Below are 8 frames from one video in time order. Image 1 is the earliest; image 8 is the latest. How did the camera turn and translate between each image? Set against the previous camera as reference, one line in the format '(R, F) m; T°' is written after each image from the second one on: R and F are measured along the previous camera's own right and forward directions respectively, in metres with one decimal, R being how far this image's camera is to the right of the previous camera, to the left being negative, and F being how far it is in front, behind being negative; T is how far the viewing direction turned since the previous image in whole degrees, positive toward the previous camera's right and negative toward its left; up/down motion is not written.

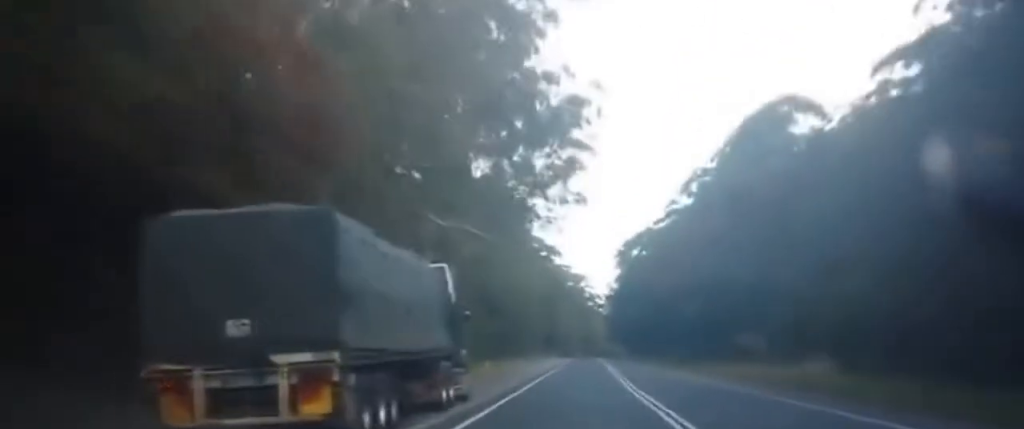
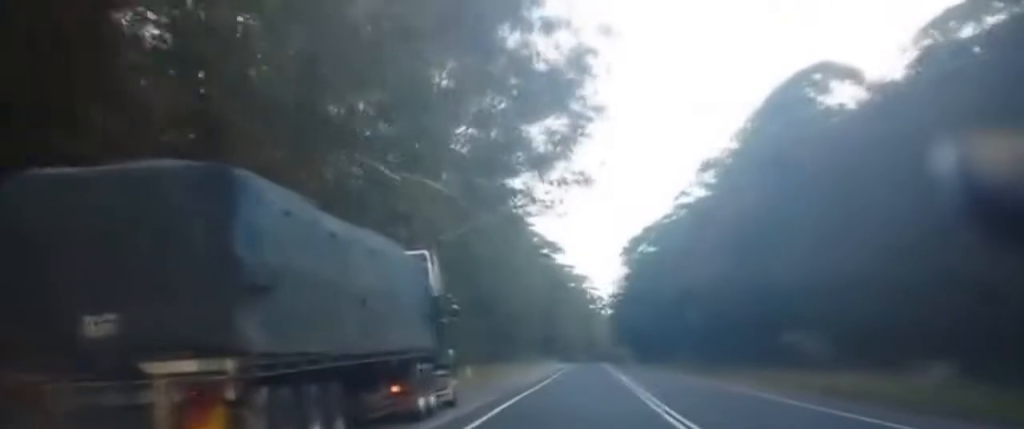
(+0.3, +12.1) m; +3°
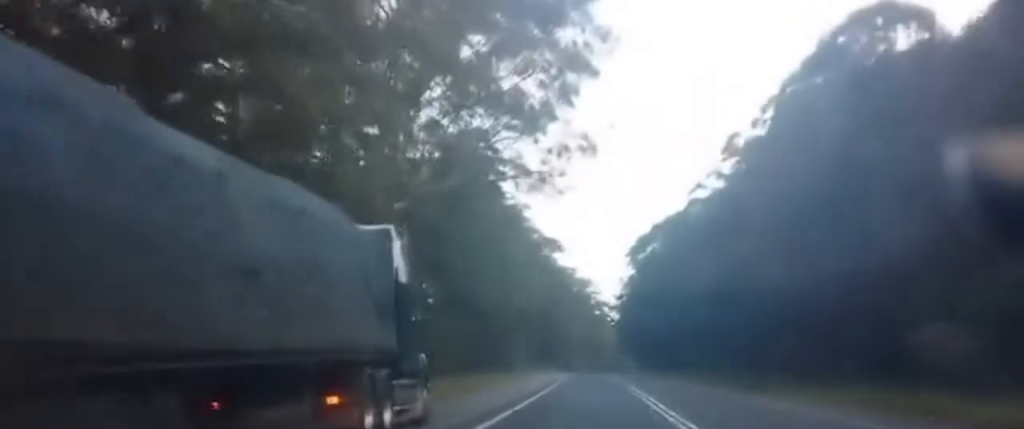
(+0.7, +16.2) m; +1°
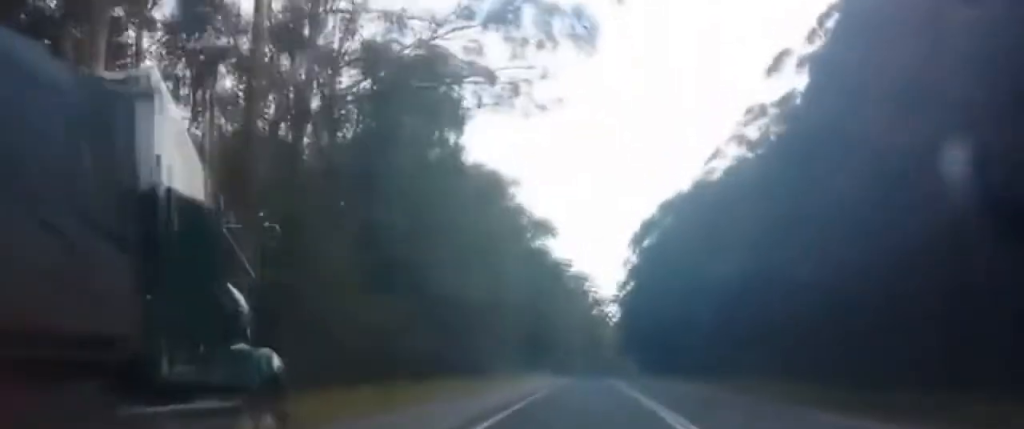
(-0.5, +22.6) m; -2°
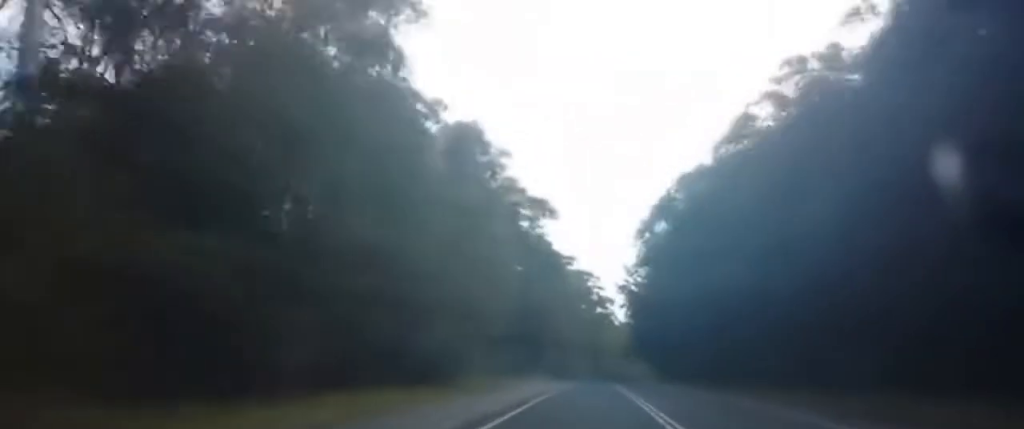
(+0.2, +22.8) m; +1°
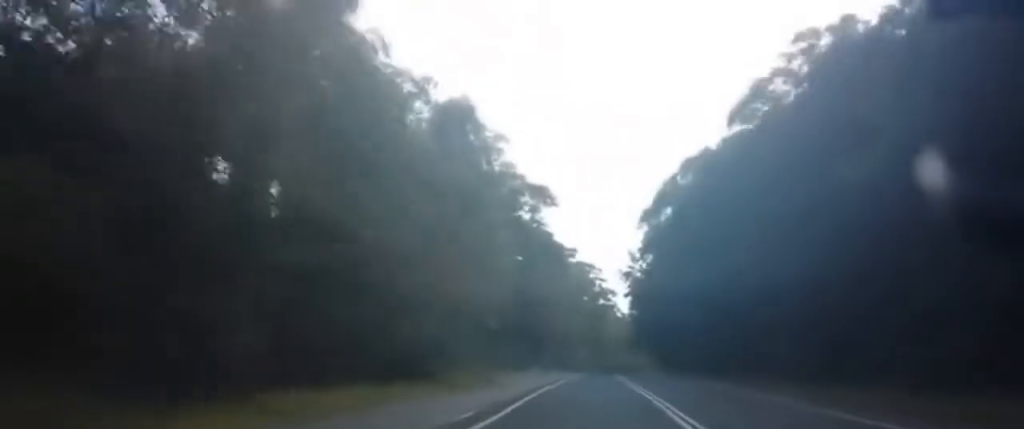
(0.0, +8.1) m; -1°
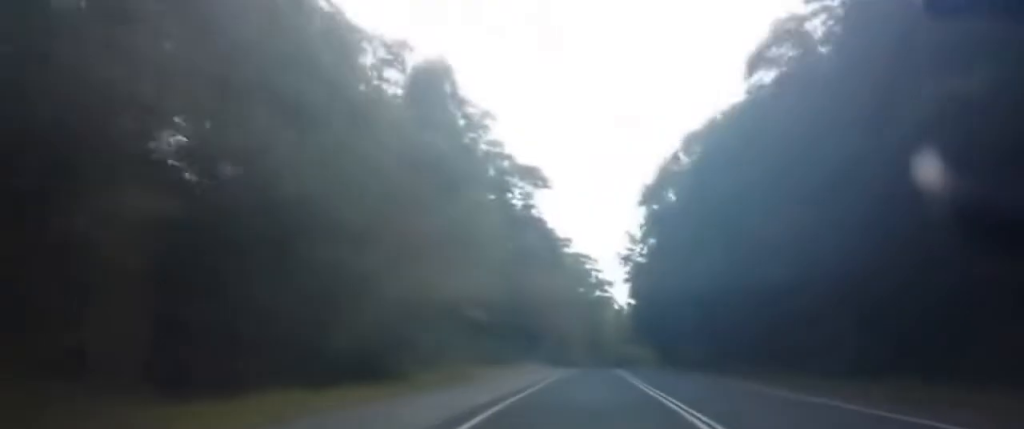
(+0.1, +8.8) m; -1°
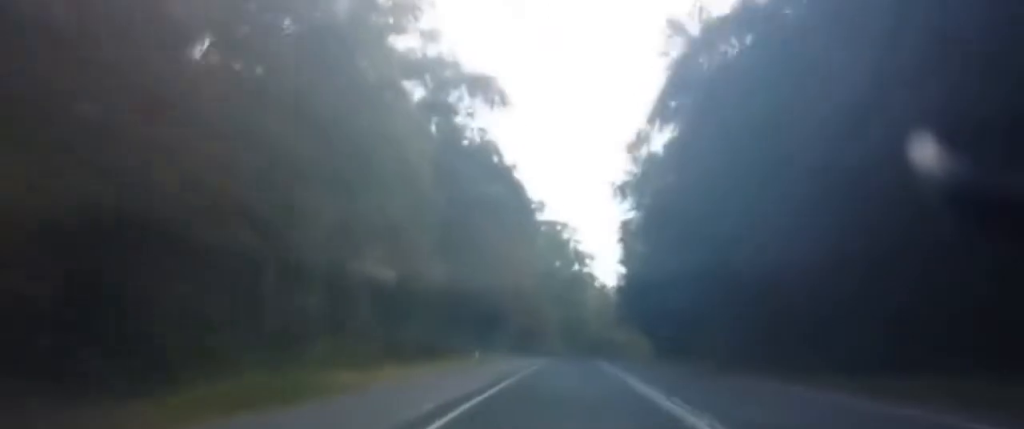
(-0.9, +27.5) m; -3°
